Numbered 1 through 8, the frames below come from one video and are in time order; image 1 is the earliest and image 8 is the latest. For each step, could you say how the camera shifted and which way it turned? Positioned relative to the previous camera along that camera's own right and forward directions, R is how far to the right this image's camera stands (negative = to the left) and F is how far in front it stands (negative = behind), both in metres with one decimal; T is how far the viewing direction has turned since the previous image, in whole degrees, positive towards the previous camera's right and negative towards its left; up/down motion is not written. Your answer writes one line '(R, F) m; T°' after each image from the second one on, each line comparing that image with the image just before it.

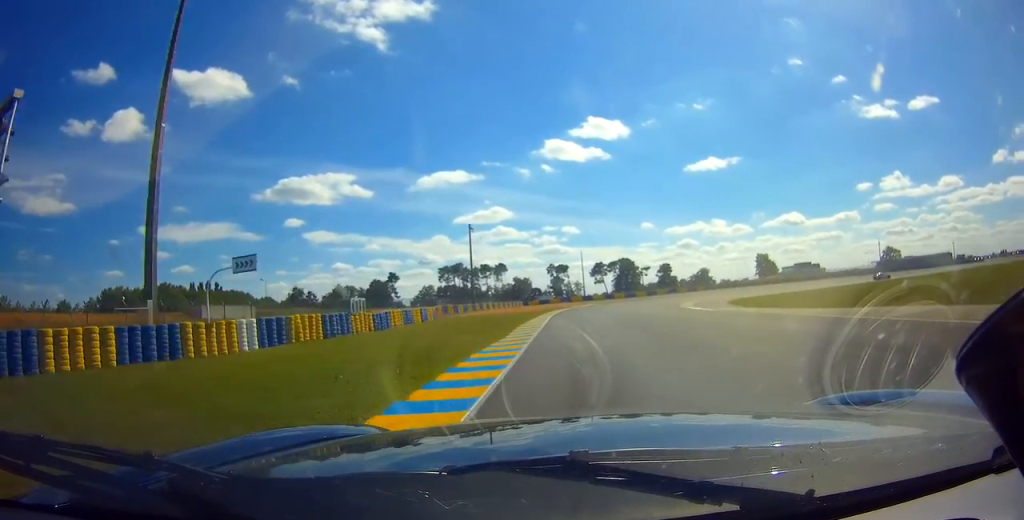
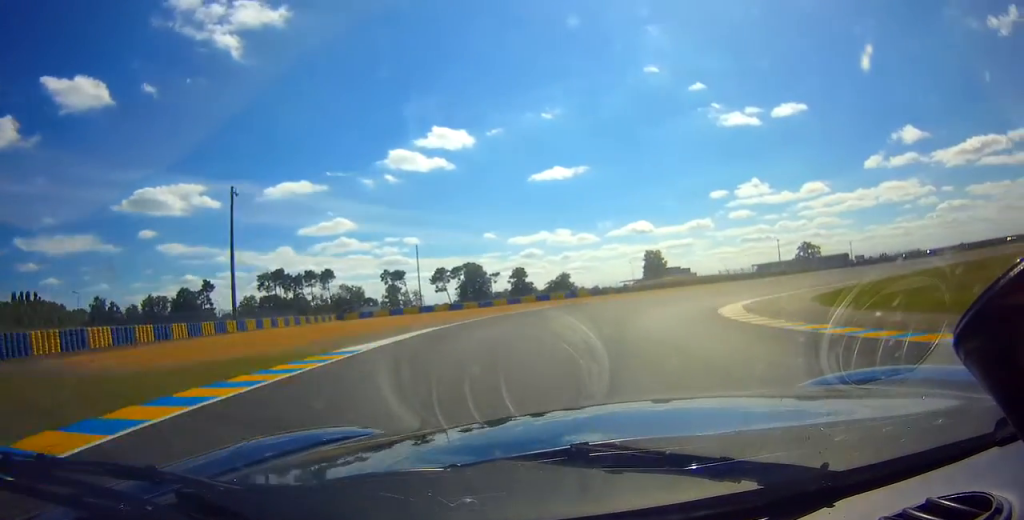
(+7.2, +42.3) m; +26°
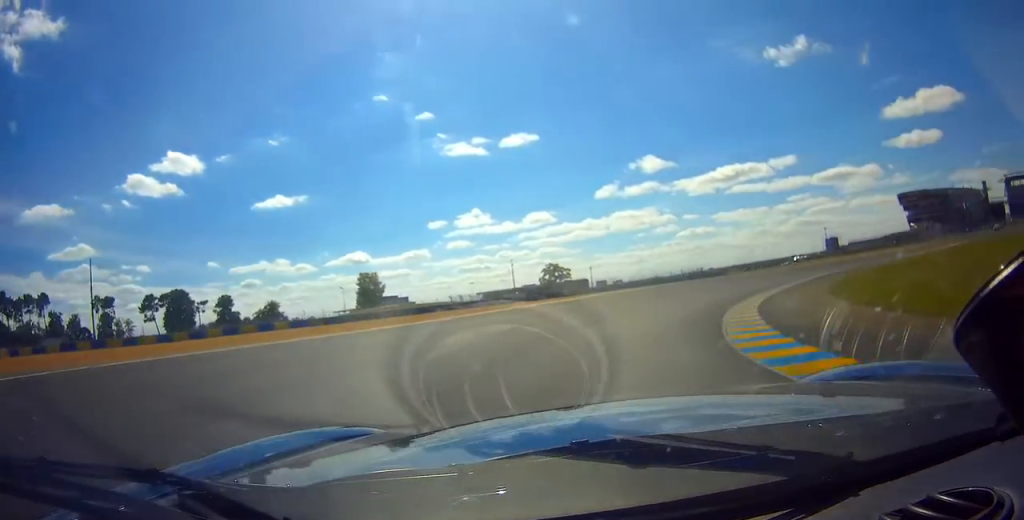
(+6.9, +24.6) m; +30°
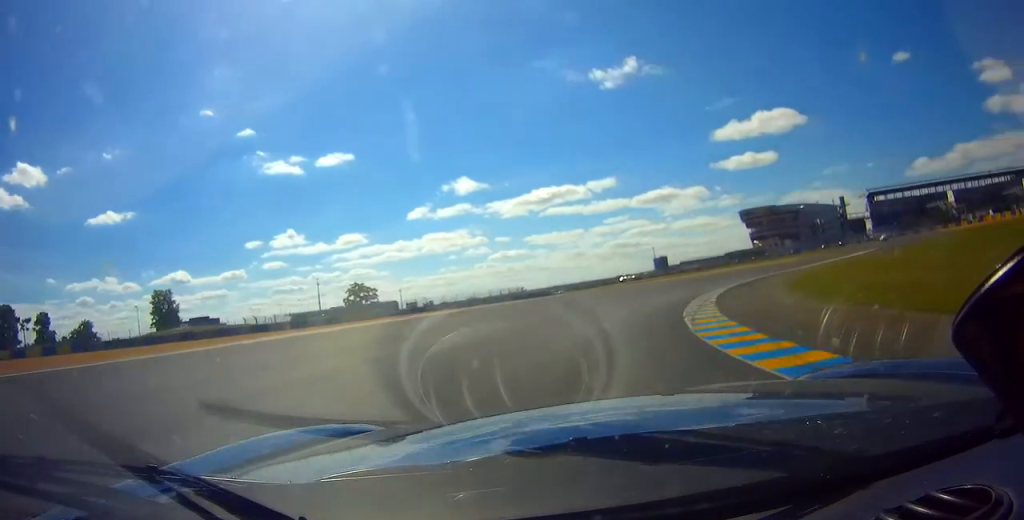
(+1.7, +14.7) m; +16°
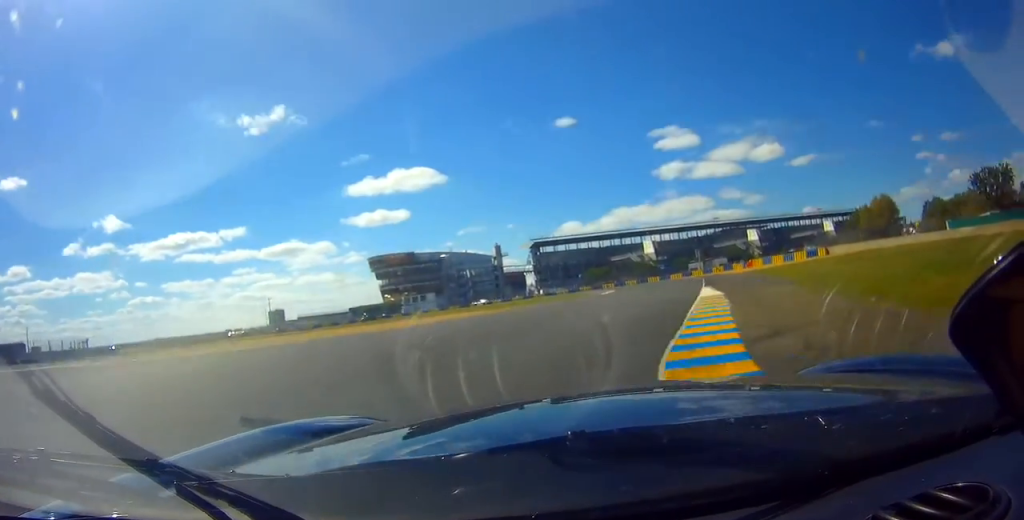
(+12.2, +40.2) m; +26°
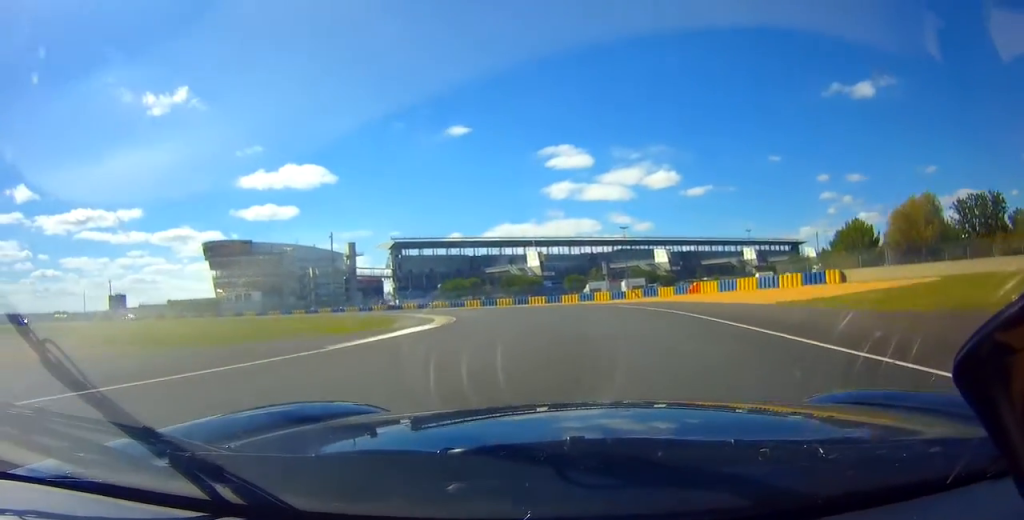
(+1.3, +37.2) m; -5°
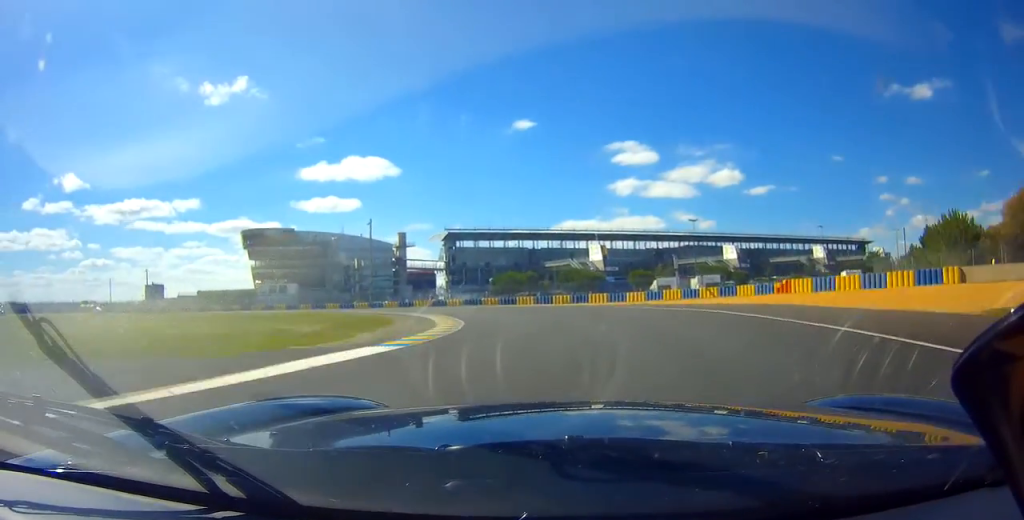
(-0.8, +10.9) m; -7°
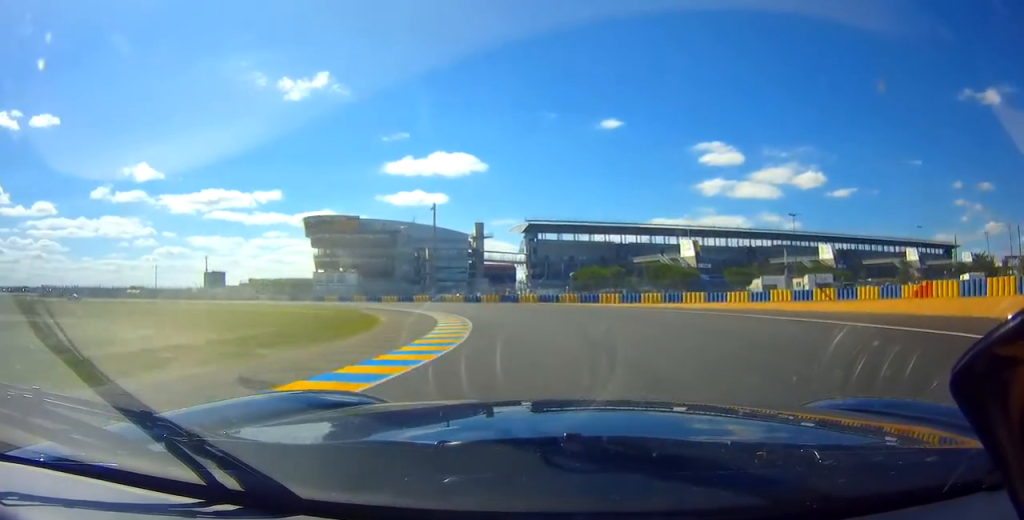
(-0.2, +12.4) m; -9°
